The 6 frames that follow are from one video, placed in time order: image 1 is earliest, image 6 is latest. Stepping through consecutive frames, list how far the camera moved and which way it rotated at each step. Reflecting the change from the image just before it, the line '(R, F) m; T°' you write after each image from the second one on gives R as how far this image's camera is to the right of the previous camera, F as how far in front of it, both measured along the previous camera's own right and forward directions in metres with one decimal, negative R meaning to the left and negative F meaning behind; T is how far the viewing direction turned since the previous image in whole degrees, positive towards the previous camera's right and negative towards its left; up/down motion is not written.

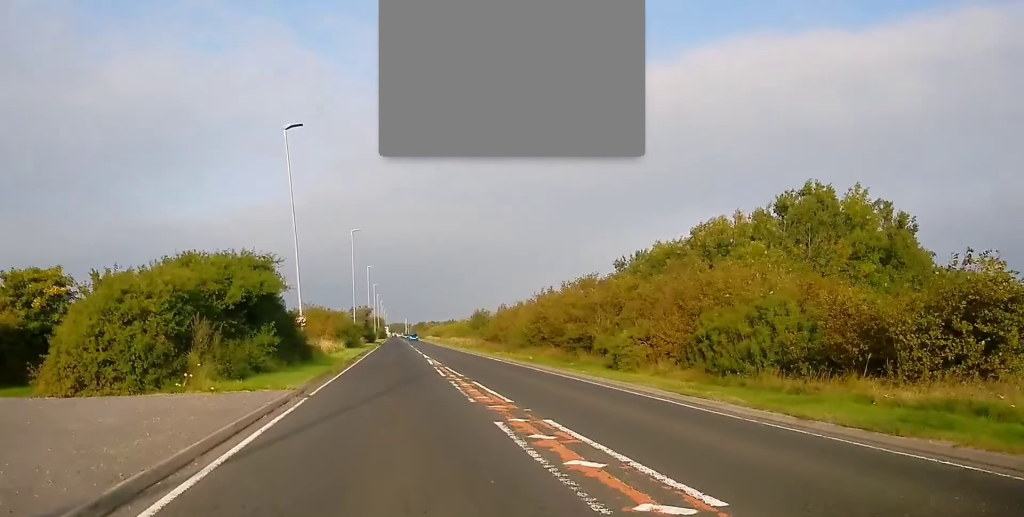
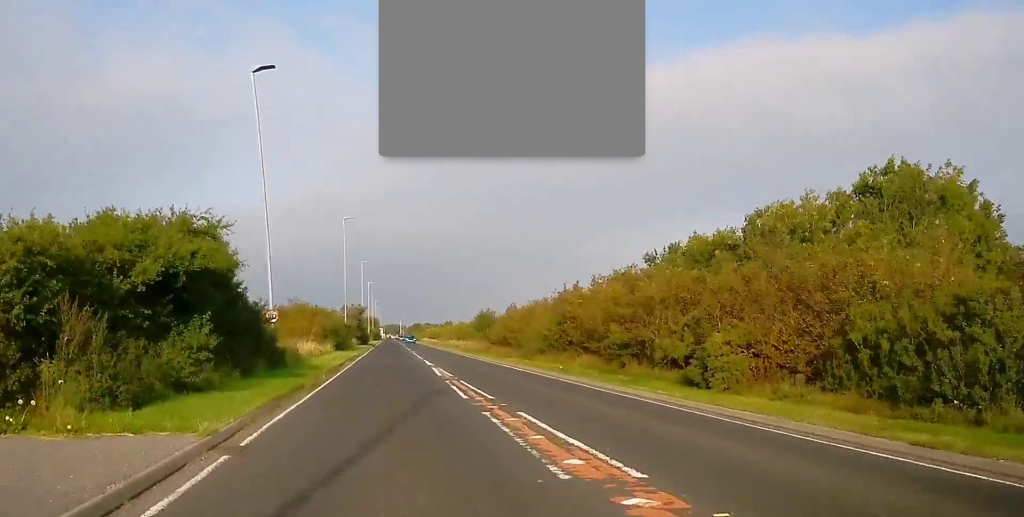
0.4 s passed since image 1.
(+0.2, +7.6) m; +1°
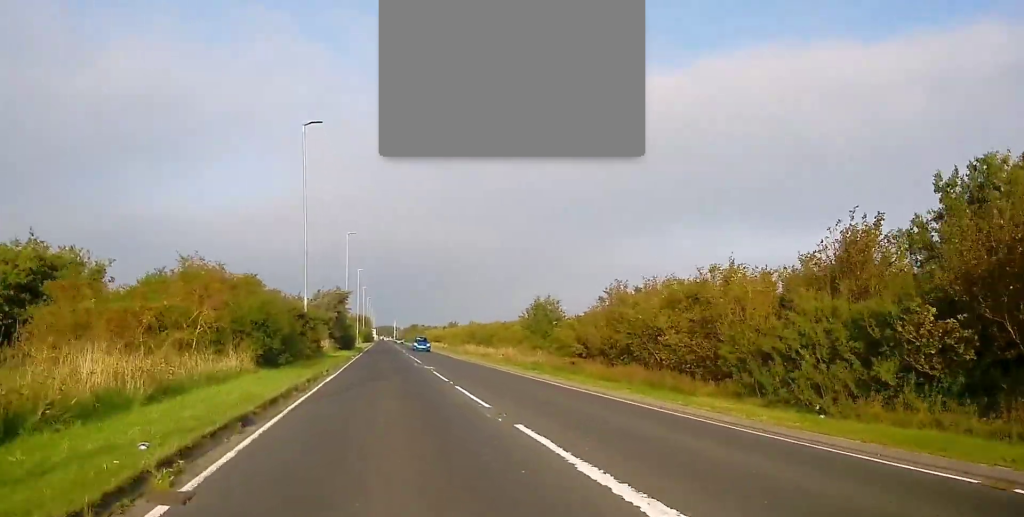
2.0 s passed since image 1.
(-0.4, +28.2) m; -1°
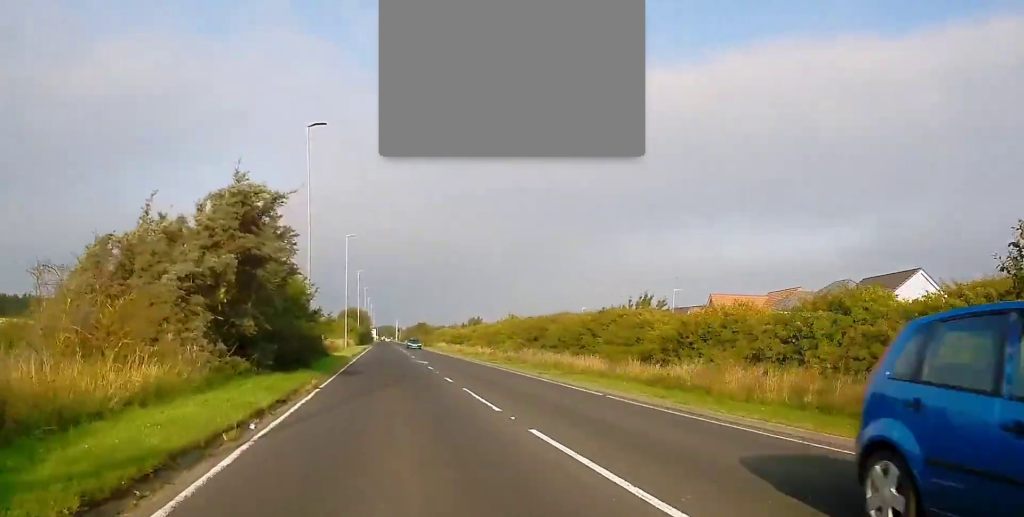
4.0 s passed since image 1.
(+0.9, +35.9) m; +2°
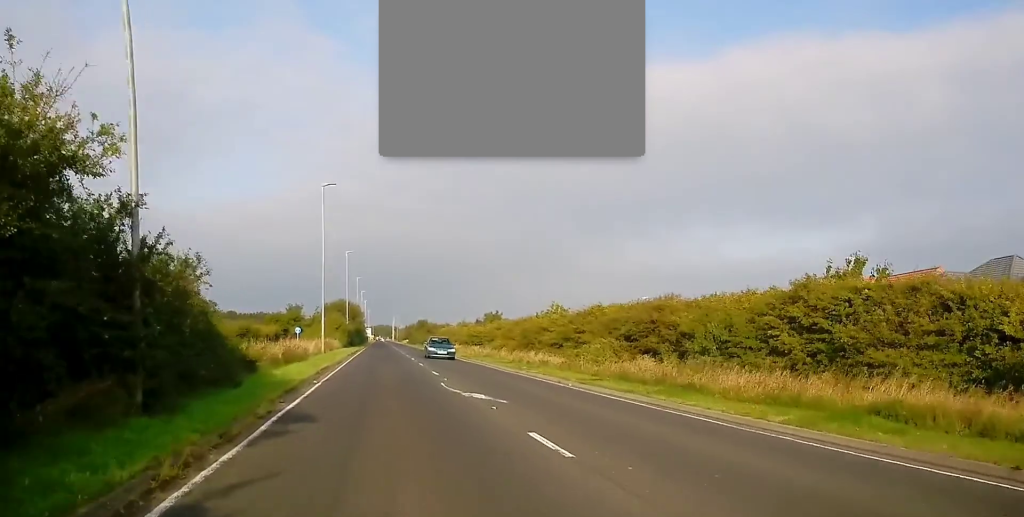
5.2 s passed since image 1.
(-0.2, +23.3) m; 0°
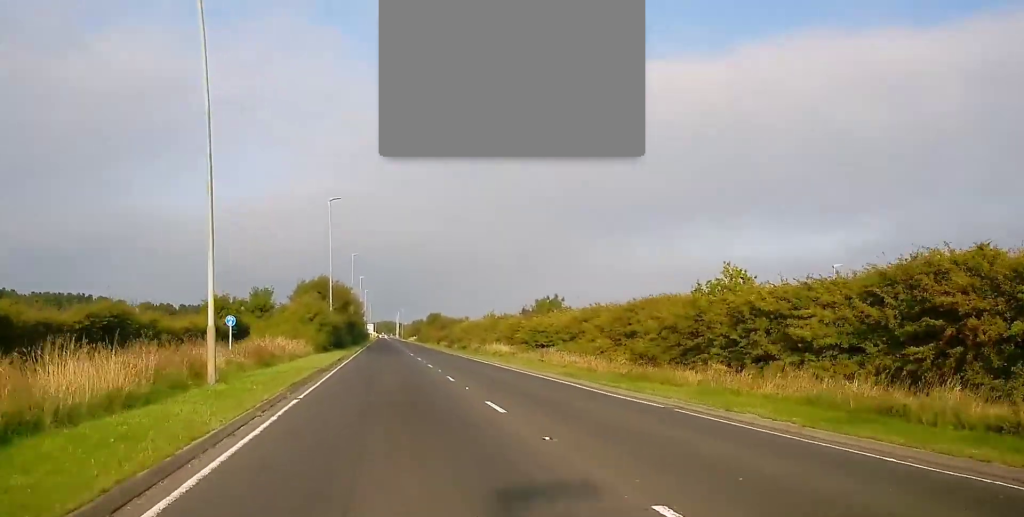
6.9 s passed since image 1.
(-0.3, +31.4) m; -1°
